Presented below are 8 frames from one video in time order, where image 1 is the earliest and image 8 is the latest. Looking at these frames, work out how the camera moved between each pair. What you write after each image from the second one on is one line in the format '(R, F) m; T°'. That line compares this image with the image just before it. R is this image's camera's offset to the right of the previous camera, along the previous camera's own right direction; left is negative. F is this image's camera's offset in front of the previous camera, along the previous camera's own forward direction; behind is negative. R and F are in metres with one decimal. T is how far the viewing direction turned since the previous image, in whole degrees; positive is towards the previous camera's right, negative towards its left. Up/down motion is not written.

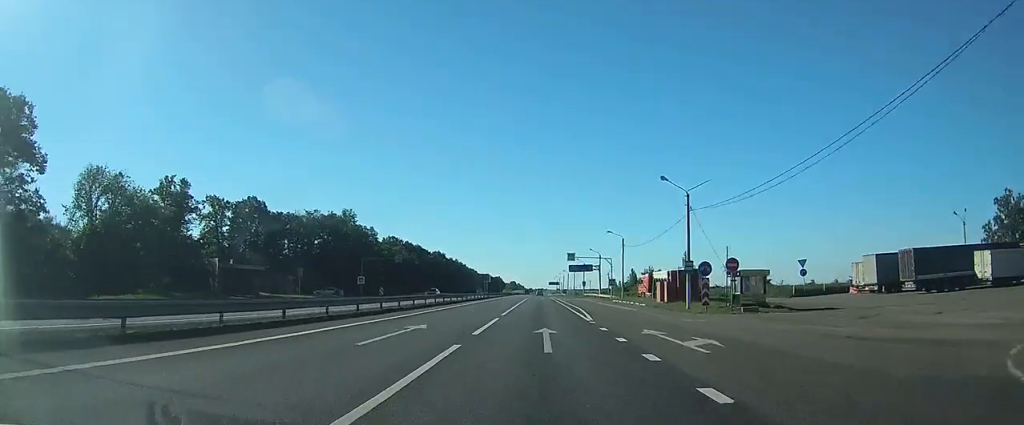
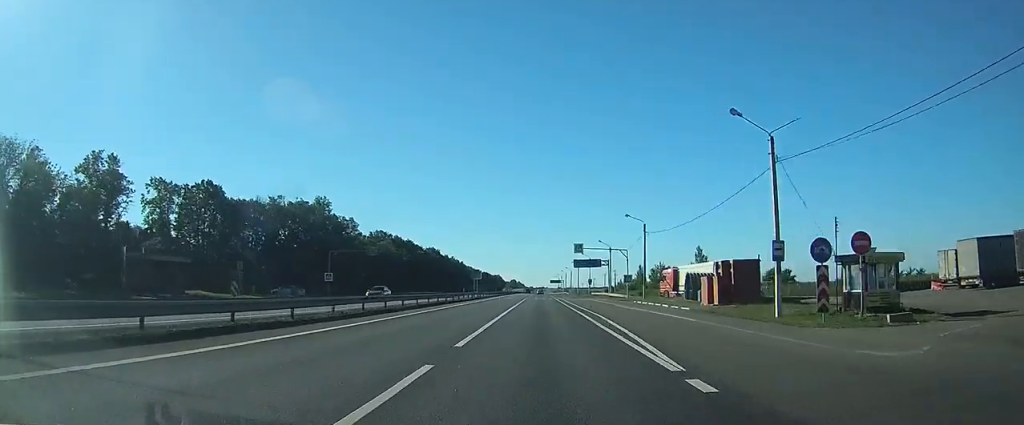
(0.0, +15.2) m; 0°
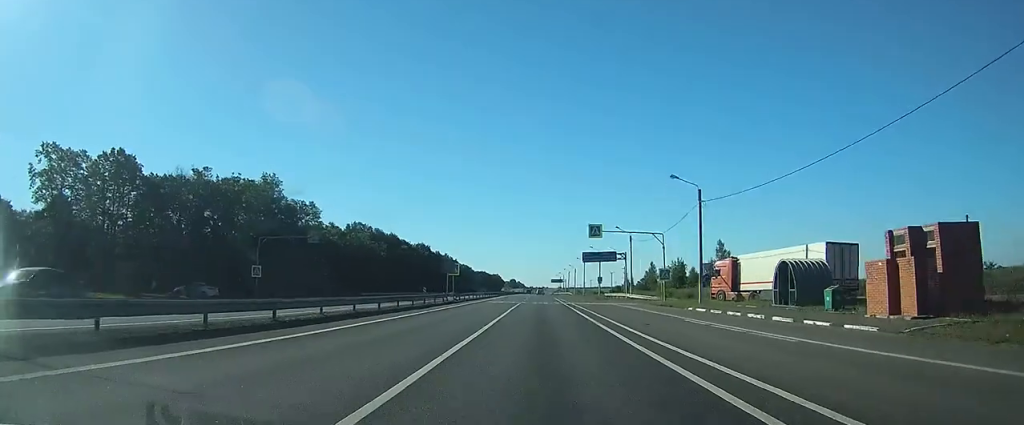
(0.0, +21.2) m; 0°
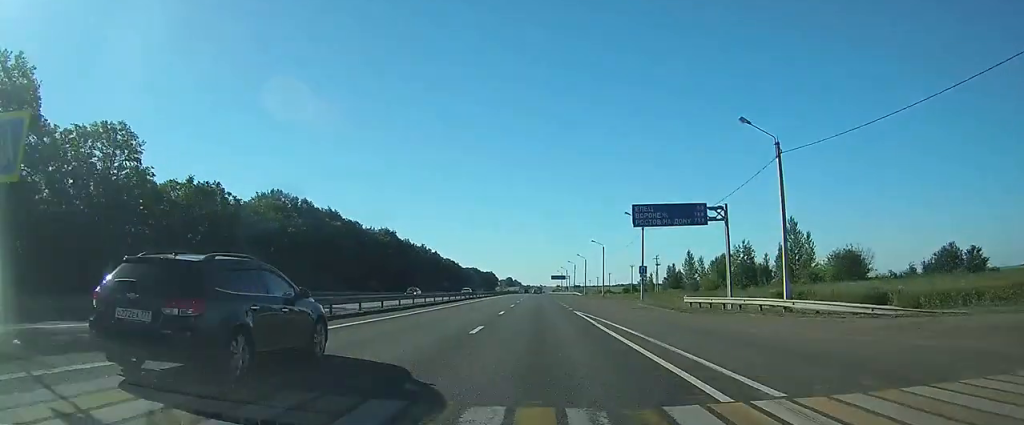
(0.0, +48.1) m; 0°
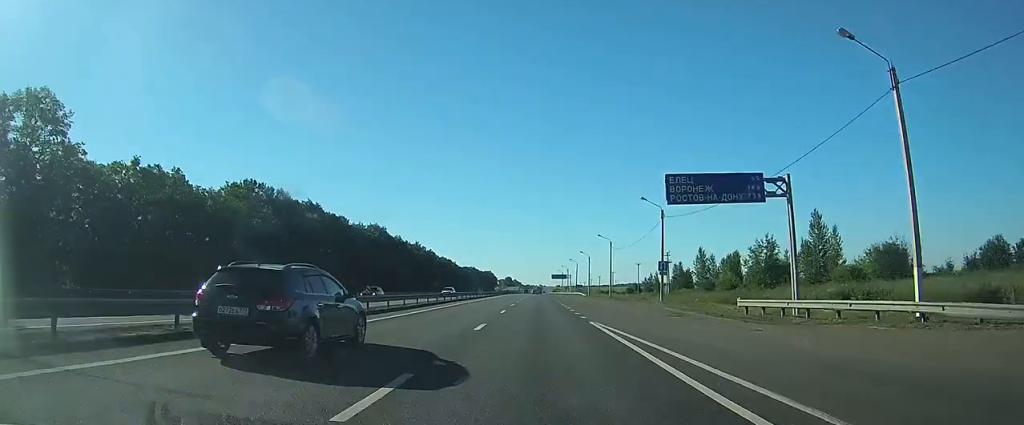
(0.0, +10.4) m; 0°
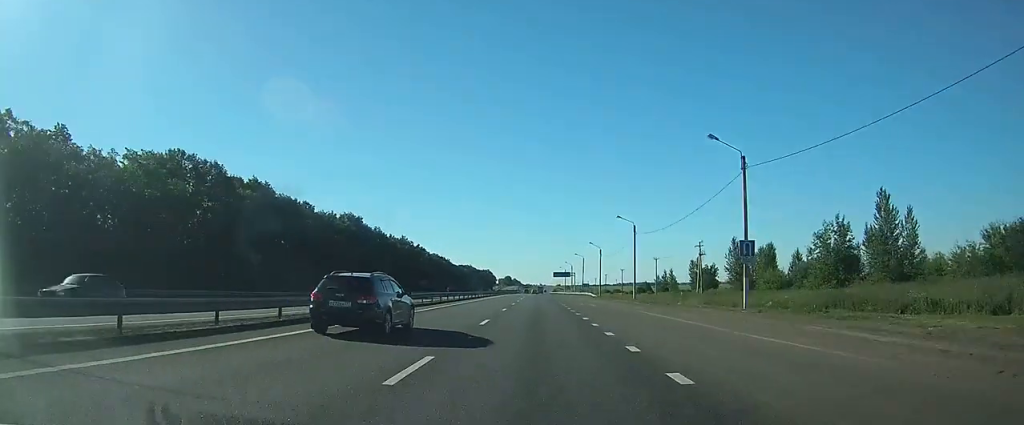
(0.0, +21.7) m; 0°
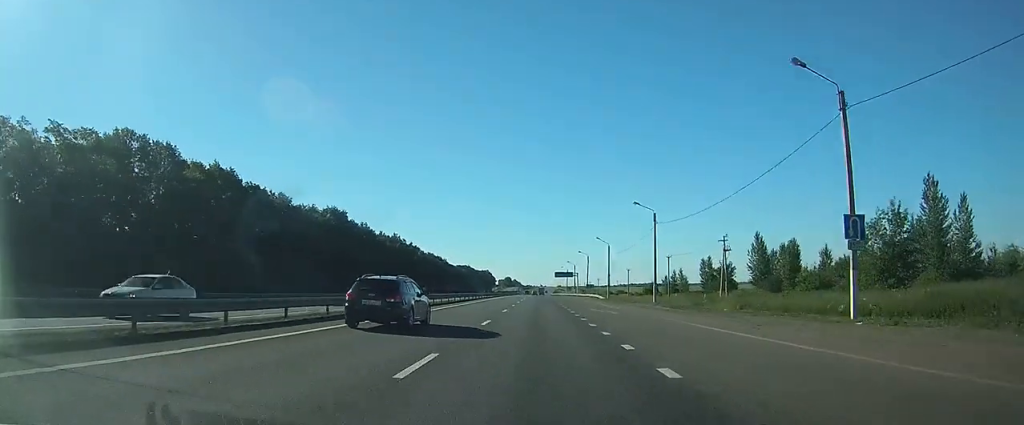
(0.0, +11.4) m; 0°
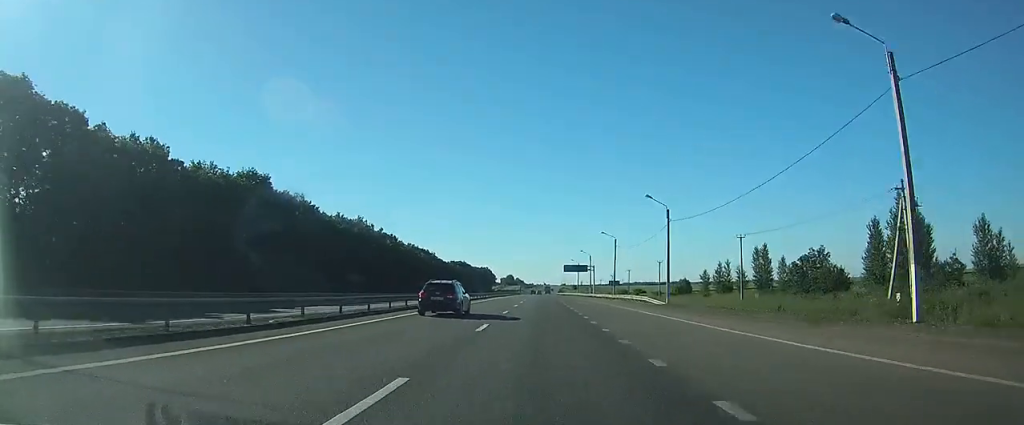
(0.0, +38.6) m; 0°
